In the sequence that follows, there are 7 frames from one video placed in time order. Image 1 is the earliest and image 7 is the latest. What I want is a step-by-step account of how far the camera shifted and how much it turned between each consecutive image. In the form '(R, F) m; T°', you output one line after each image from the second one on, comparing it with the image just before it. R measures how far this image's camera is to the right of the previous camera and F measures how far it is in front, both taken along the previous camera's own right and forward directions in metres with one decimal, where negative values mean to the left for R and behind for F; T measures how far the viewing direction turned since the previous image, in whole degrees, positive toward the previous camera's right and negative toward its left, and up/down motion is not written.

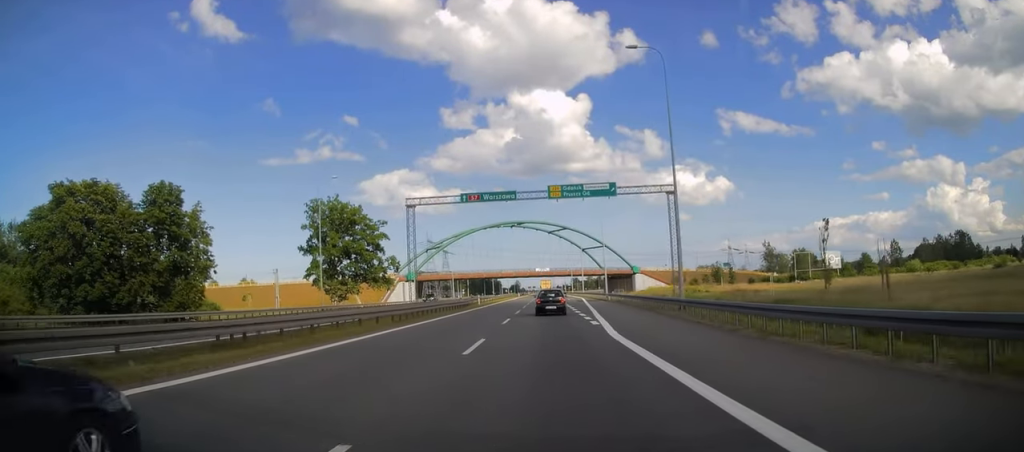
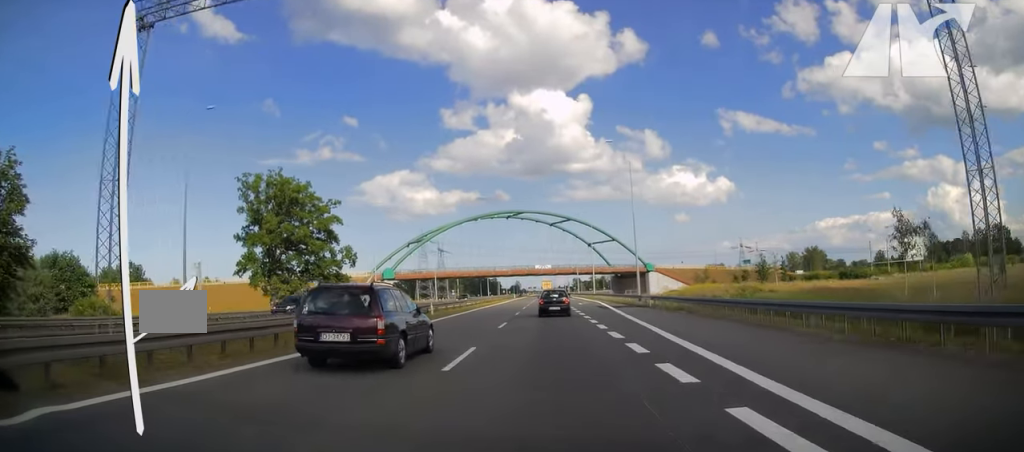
(+0.5, +26.7) m; +1°
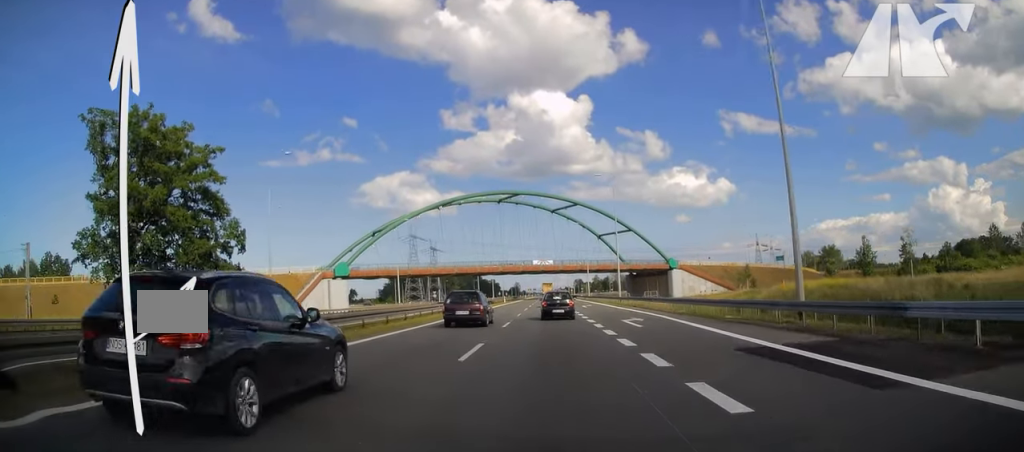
(-0.4, +34.2) m; -1°
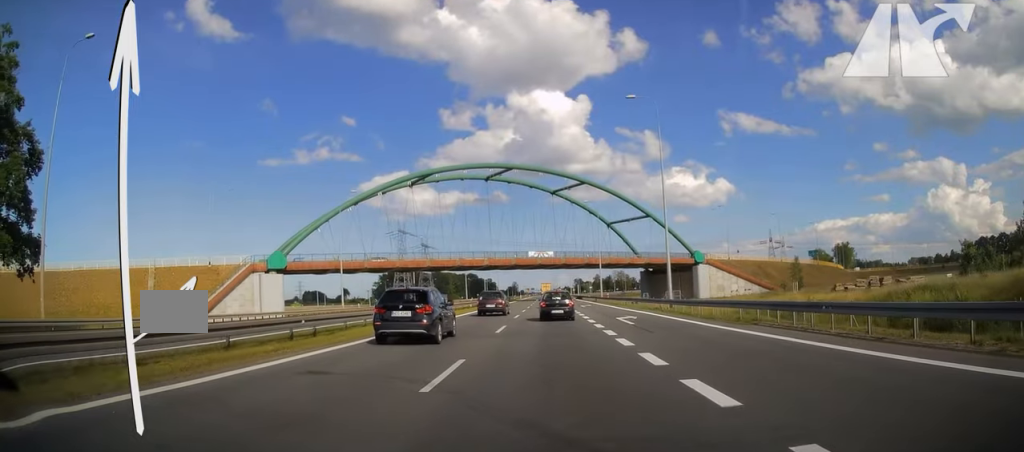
(+0.2, +27.7) m; +1°
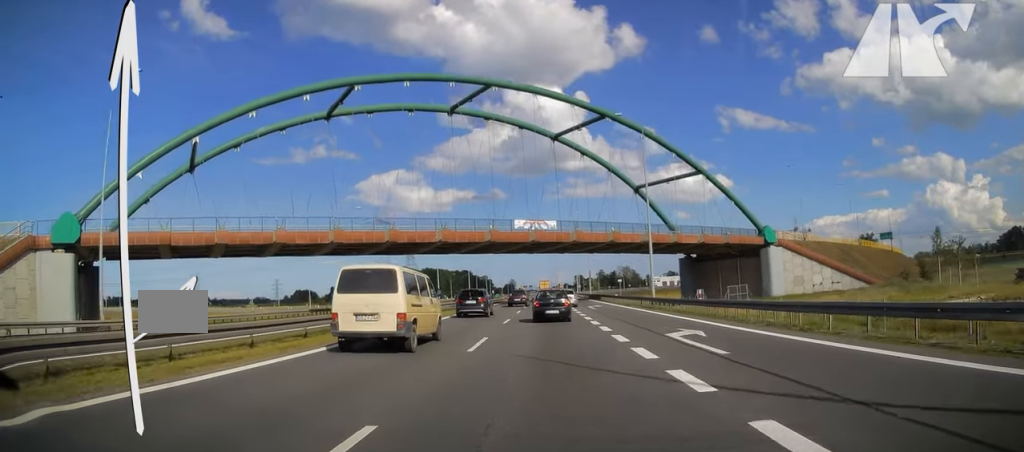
(-0.4, +42.3) m; -1°
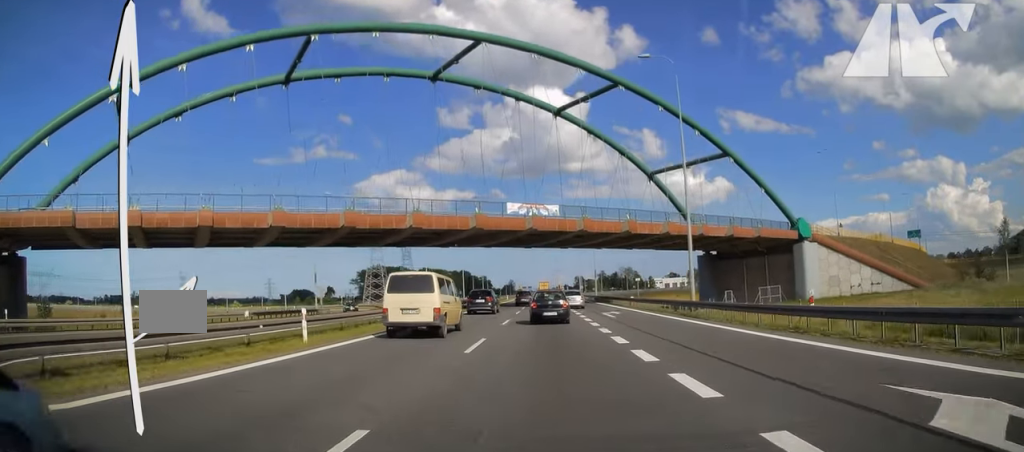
(-0.1, +12.1) m; 0°
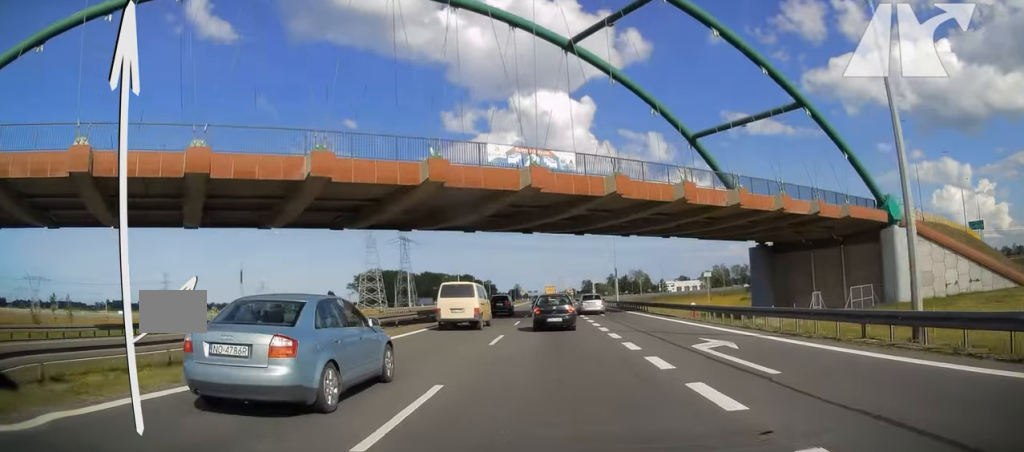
(+0.3, +20.1) m; 0°
